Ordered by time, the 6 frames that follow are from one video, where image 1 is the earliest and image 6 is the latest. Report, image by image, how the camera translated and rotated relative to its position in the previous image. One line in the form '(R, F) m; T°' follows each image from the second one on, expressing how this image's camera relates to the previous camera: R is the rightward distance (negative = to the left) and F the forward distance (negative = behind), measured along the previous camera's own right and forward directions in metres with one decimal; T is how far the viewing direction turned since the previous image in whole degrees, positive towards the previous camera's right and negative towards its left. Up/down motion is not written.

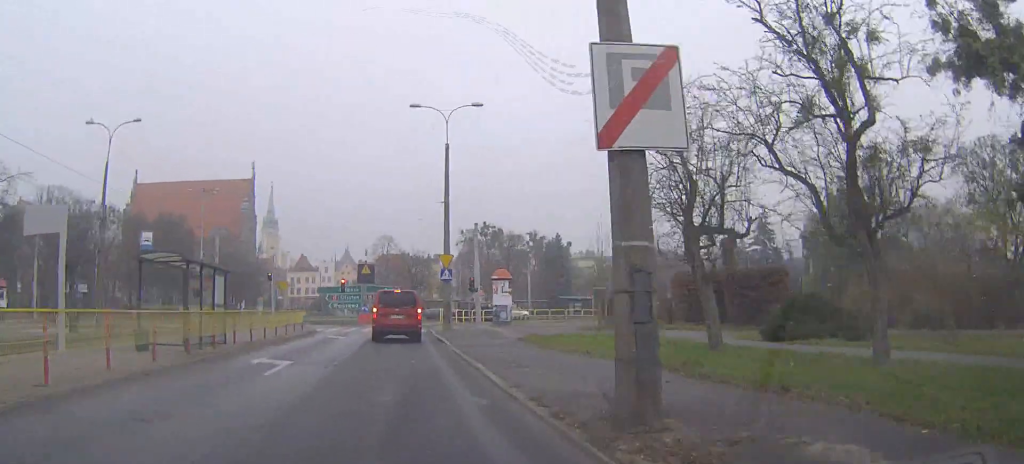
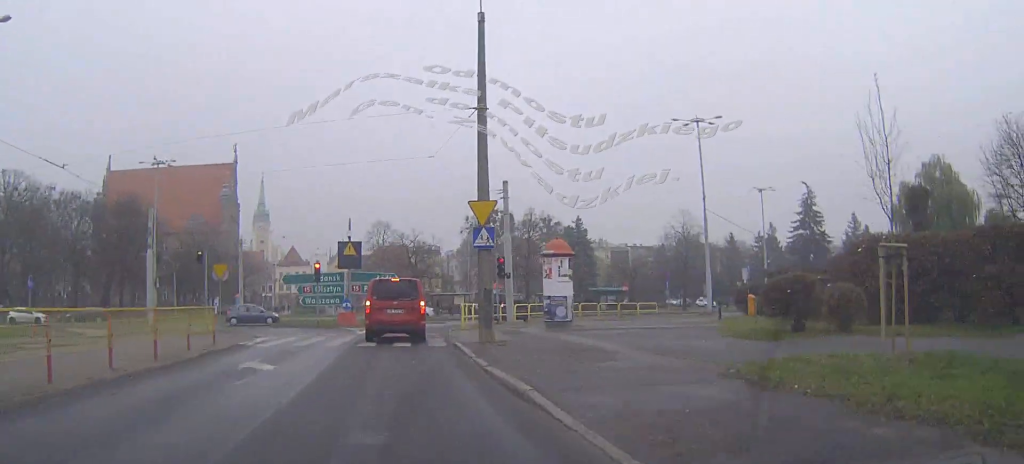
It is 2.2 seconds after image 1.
(+0.1, +18.3) m; +1°
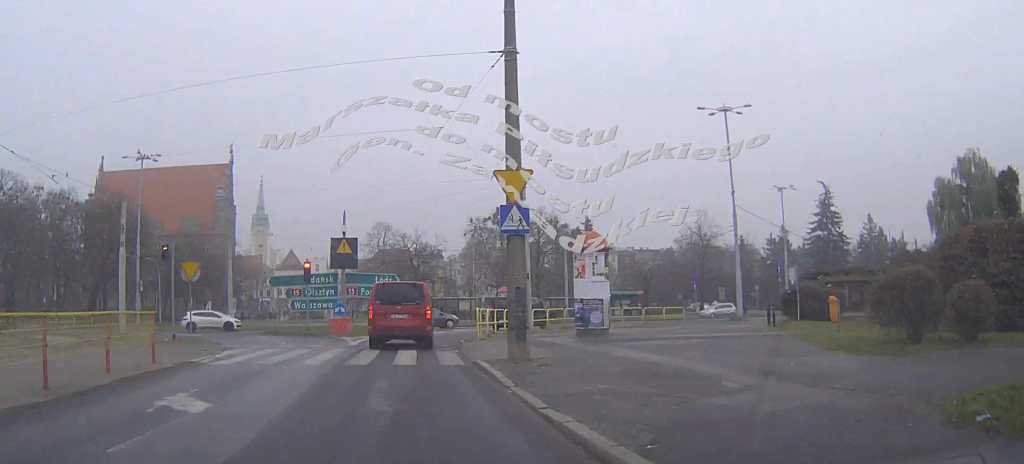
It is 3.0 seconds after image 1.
(0.0, +5.5) m; 0°
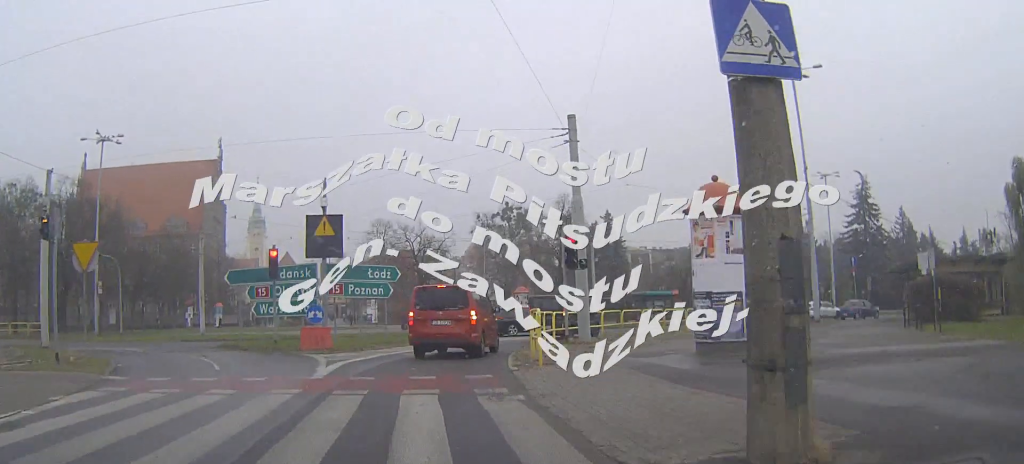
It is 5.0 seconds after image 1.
(-0.1, +11.4) m; -1°
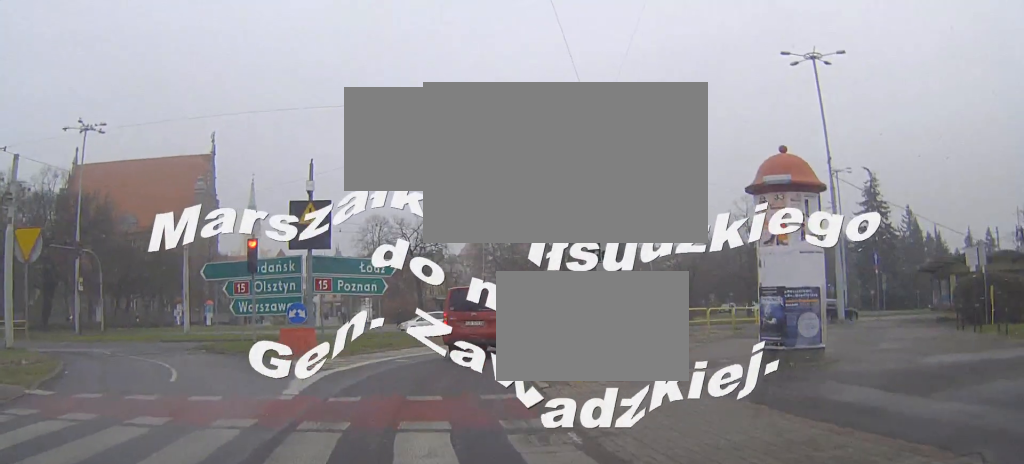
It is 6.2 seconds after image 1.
(-0.1, +3.9) m; 0°
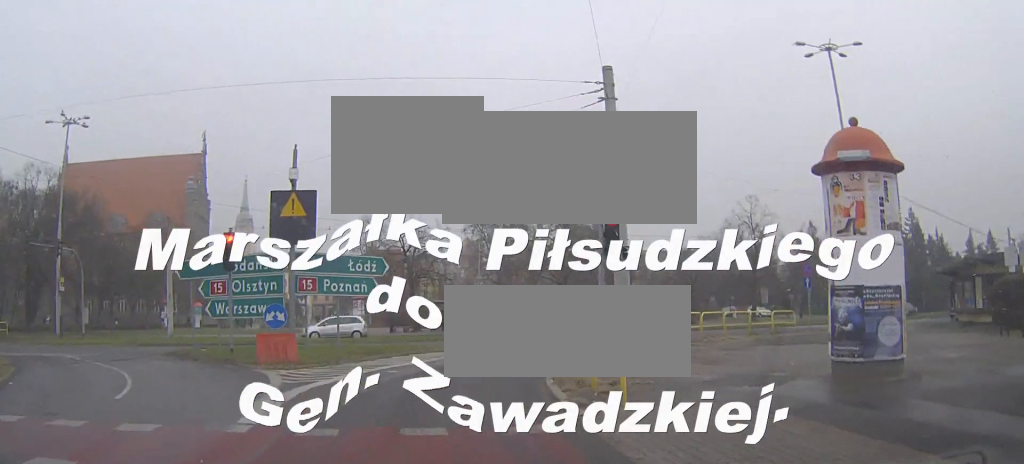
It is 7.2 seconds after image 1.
(+0.1, +2.5) m; +1°
